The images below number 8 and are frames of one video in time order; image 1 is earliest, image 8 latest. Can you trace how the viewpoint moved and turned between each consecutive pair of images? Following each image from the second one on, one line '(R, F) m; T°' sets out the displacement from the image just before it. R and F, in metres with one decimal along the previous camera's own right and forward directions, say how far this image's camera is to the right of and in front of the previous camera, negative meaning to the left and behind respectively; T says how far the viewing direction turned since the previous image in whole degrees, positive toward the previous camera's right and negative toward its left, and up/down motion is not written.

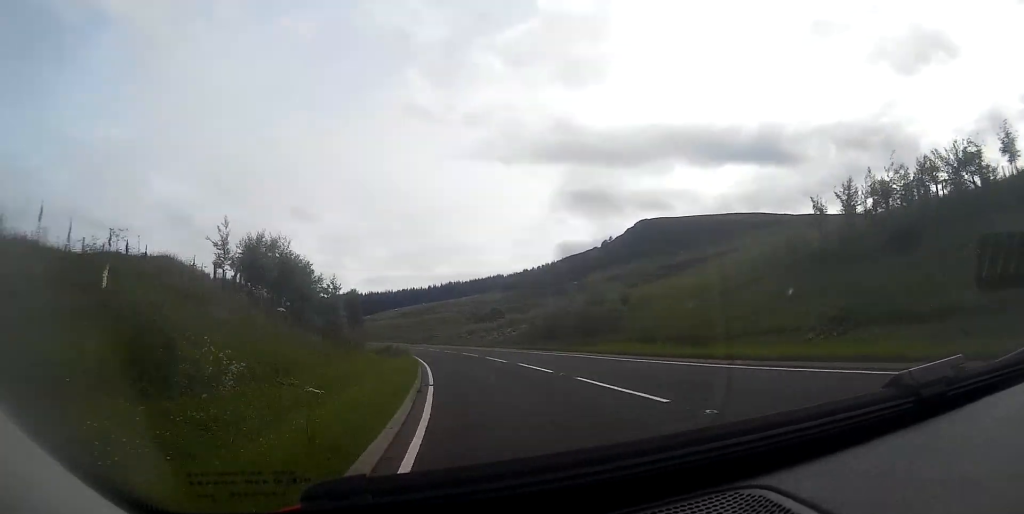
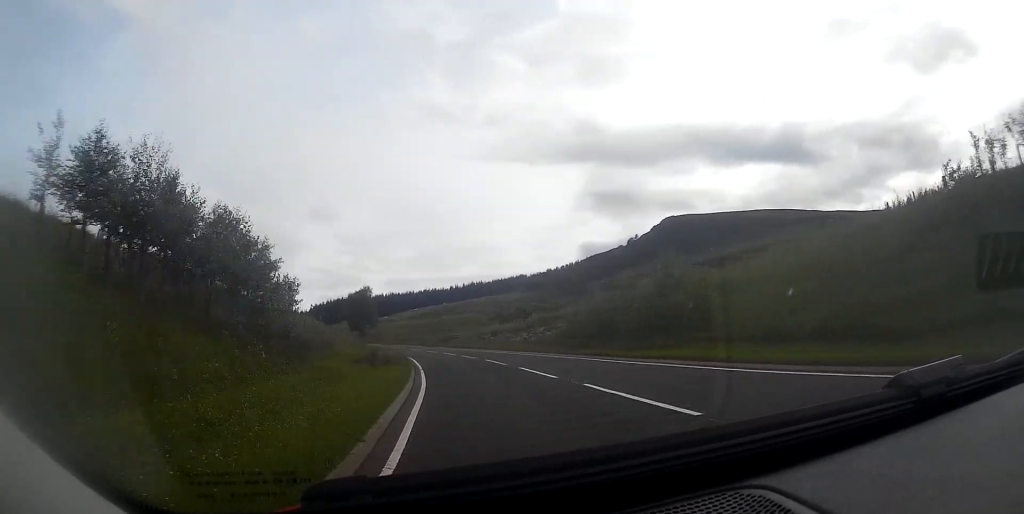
(+0.4, +10.5) m; 0°
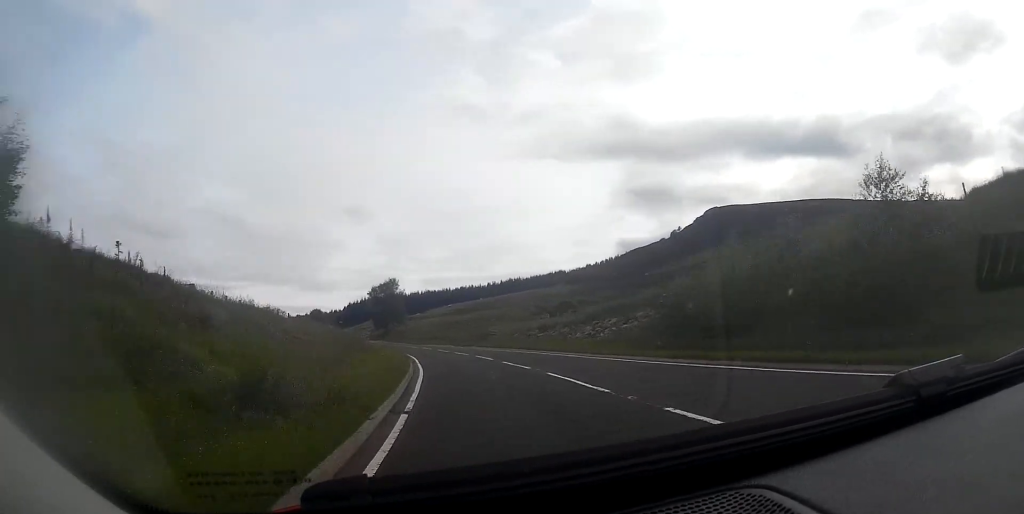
(-0.2, +14.3) m; -3°
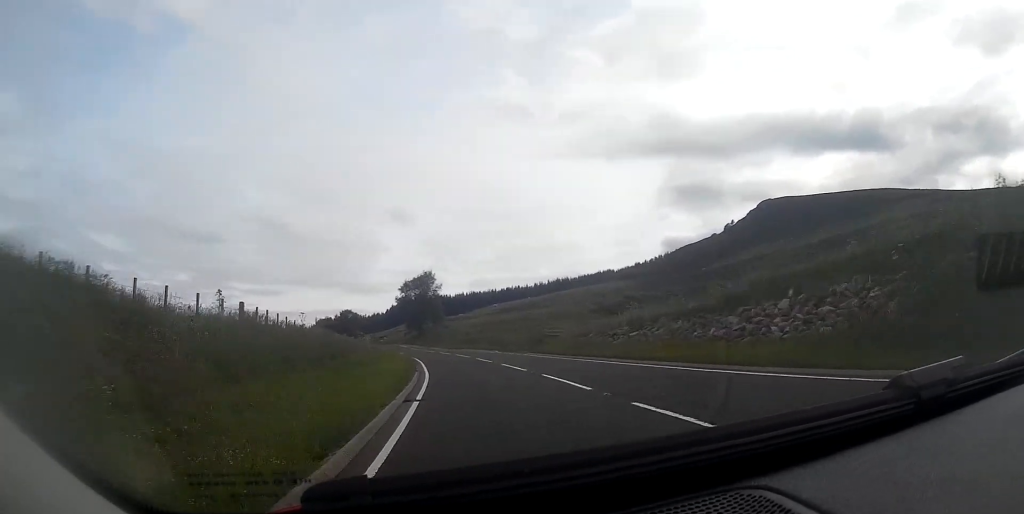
(-0.4, +16.4) m; -5°
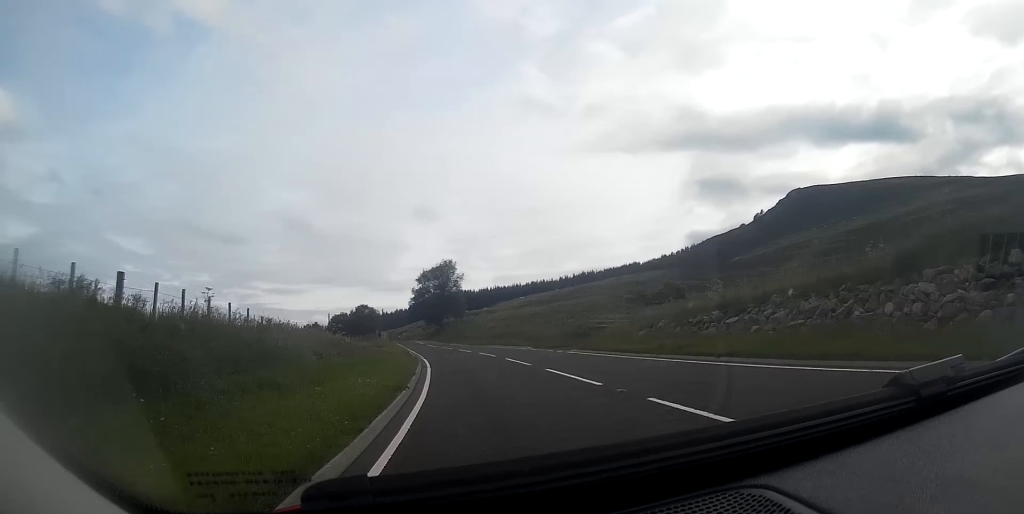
(-0.5, +9.6) m; -3°
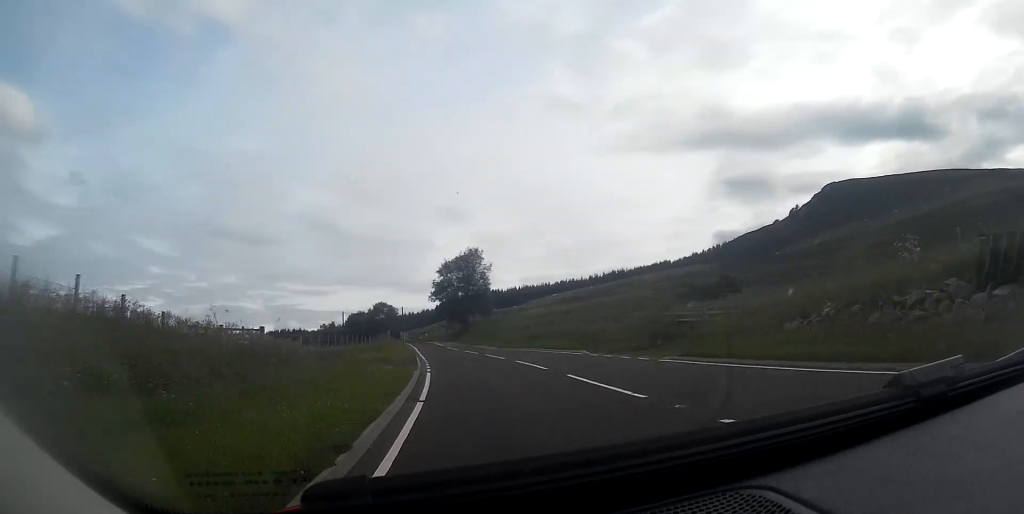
(-0.2, +11.7) m; -3°
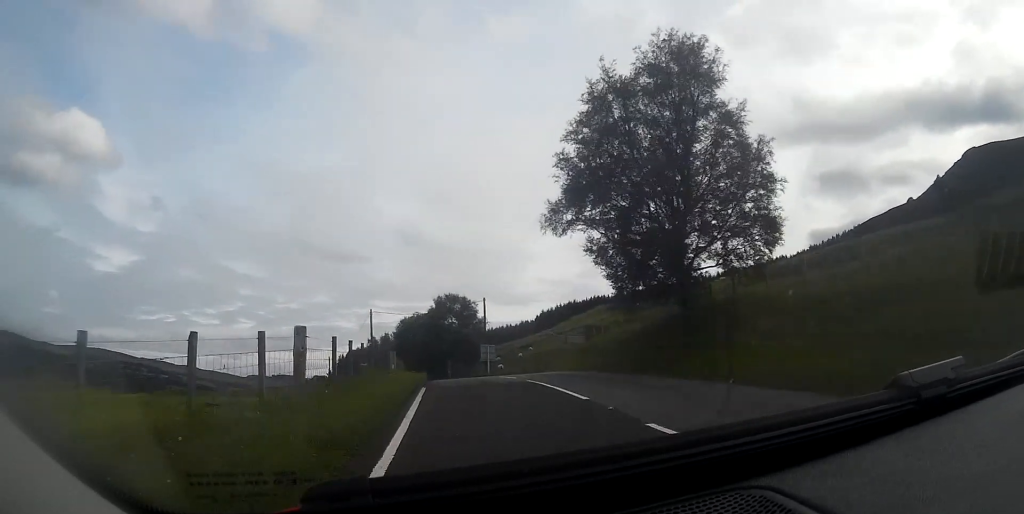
(-5.0, +53.7) m; -9°
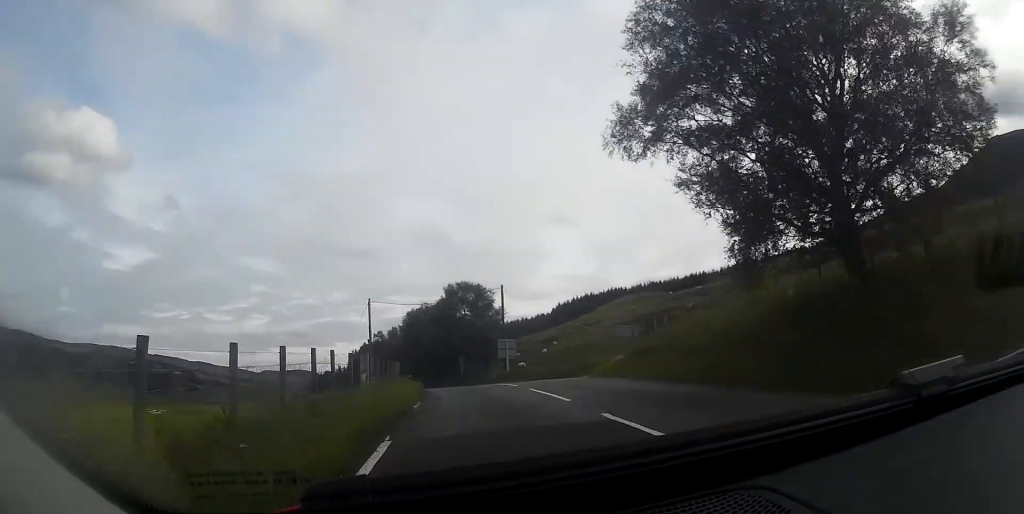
(-0.1, +9.1) m; -1°
